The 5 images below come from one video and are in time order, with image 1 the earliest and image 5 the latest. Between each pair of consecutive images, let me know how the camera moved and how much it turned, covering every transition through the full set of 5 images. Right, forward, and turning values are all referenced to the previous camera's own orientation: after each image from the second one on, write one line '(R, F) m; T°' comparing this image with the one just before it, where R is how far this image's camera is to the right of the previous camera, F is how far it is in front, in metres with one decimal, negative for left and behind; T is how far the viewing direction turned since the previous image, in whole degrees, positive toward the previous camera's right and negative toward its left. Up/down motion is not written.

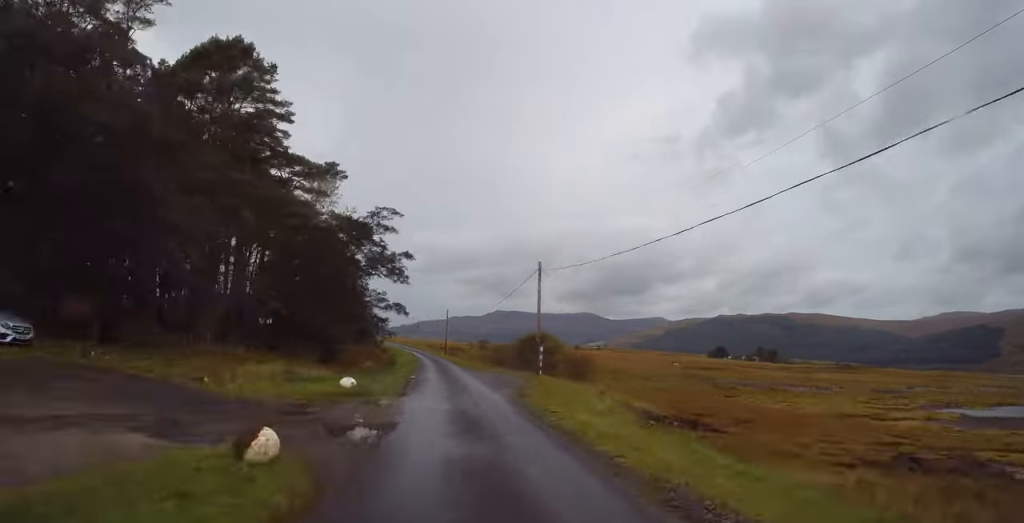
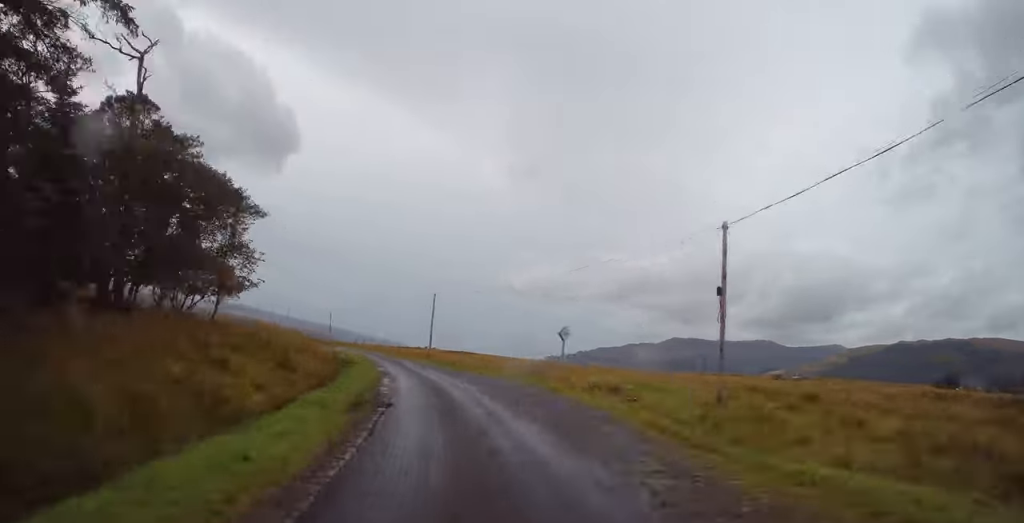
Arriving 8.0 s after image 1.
(-17.2, +120.1) m; -21°
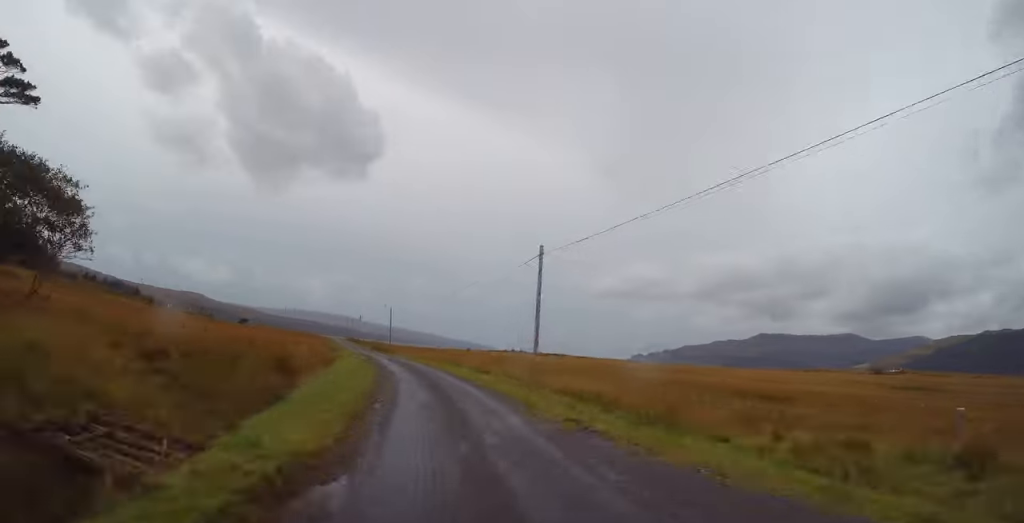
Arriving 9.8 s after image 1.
(-1.4, +28.4) m; -7°
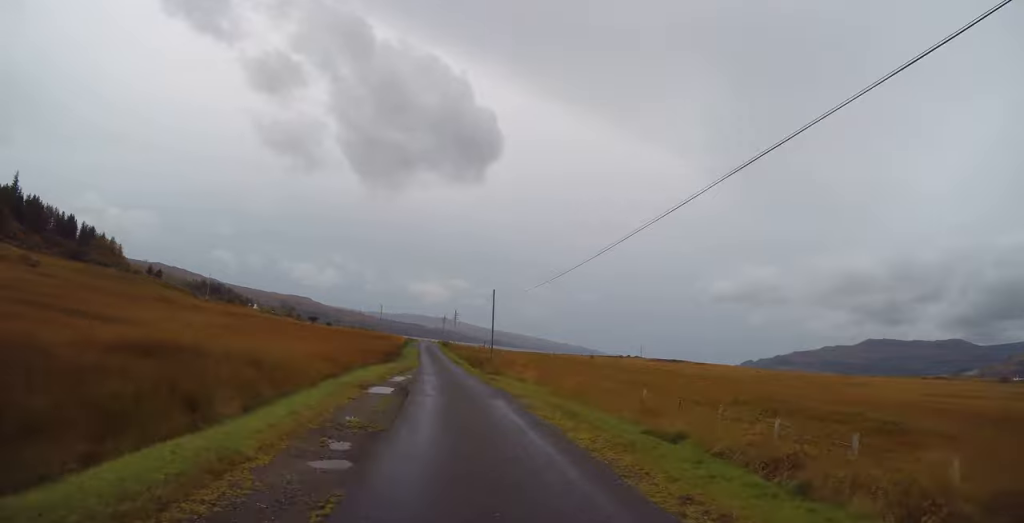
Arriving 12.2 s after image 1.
(-3.2, +37.9) m; -5°
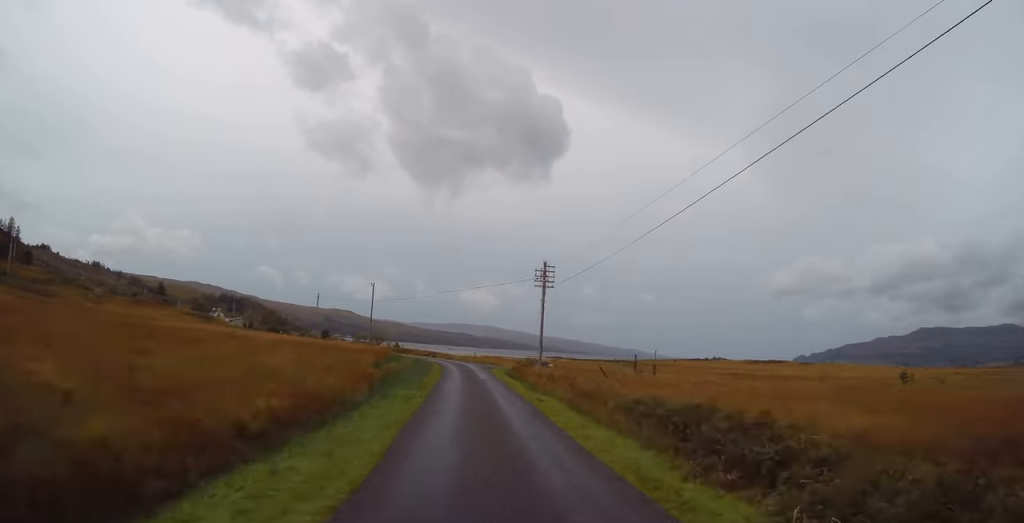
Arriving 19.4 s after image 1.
(-5.3, +108.7) m; -5°
